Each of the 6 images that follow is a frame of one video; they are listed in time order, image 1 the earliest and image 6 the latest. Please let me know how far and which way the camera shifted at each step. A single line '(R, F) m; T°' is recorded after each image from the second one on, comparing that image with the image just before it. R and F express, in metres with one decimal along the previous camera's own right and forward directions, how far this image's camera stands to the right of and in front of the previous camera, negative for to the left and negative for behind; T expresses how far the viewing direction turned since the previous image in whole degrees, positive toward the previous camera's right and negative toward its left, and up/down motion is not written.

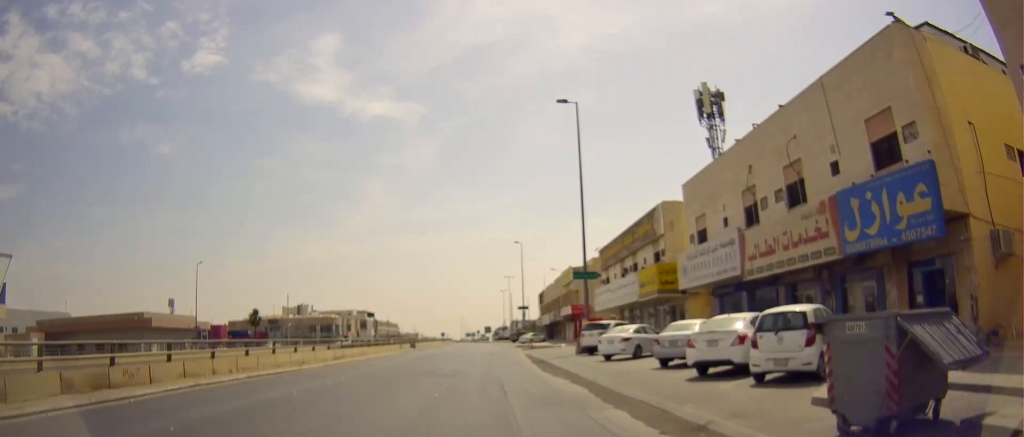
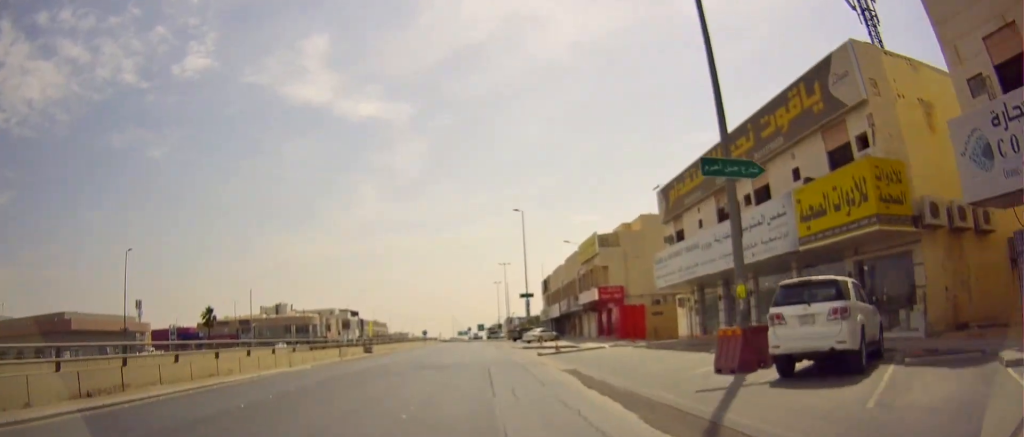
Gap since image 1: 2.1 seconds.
(+0.2, +23.1) m; -1°
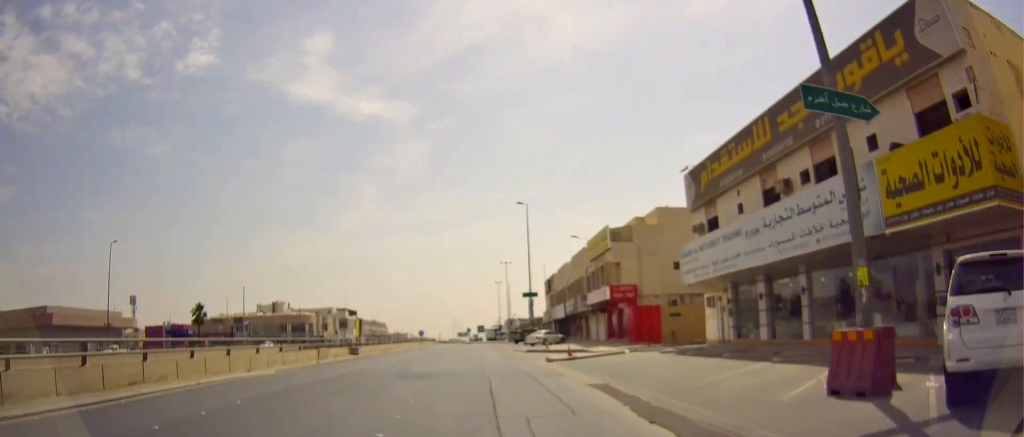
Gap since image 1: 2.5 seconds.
(+0.1, +4.9) m; -1°
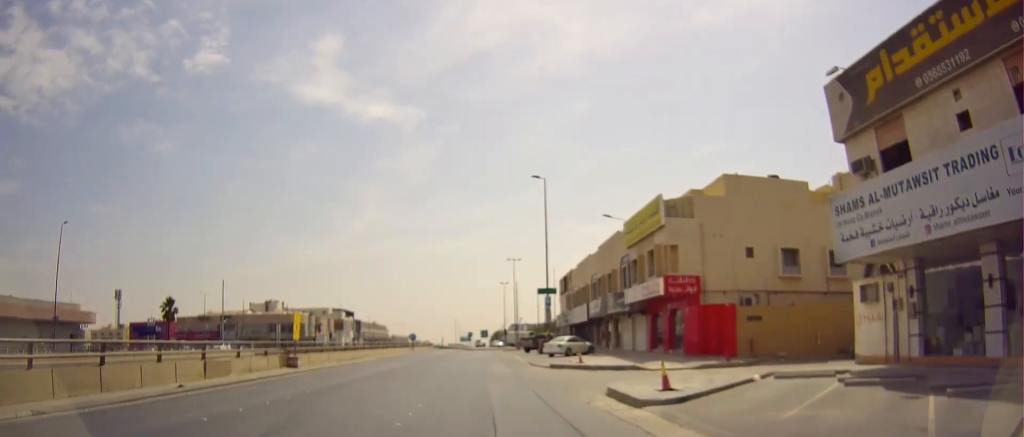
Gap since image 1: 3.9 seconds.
(-0.3, +14.1) m; 0°
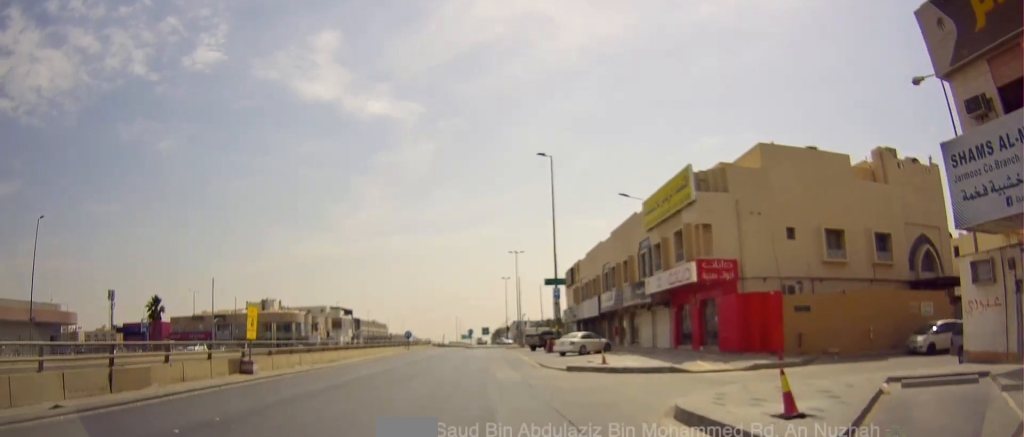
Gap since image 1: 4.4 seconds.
(+0.2, +5.7) m; +1°
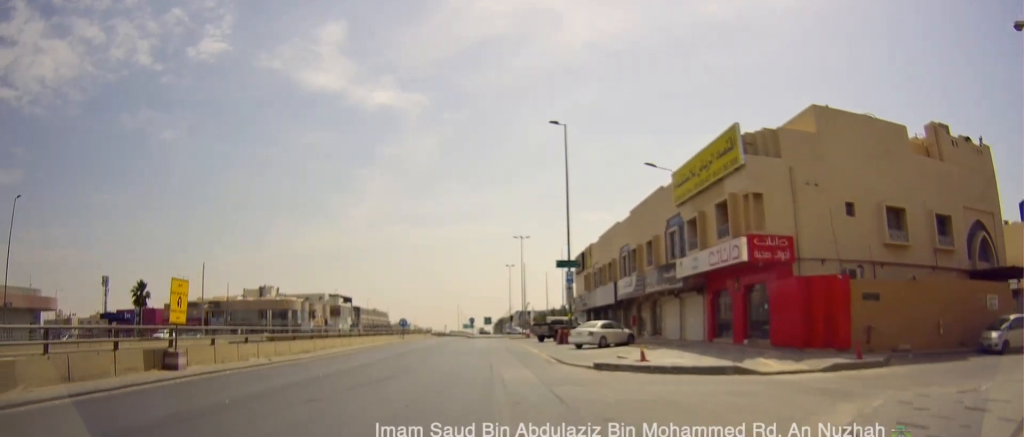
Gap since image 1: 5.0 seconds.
(-0.1, +5.9) m; 0°
